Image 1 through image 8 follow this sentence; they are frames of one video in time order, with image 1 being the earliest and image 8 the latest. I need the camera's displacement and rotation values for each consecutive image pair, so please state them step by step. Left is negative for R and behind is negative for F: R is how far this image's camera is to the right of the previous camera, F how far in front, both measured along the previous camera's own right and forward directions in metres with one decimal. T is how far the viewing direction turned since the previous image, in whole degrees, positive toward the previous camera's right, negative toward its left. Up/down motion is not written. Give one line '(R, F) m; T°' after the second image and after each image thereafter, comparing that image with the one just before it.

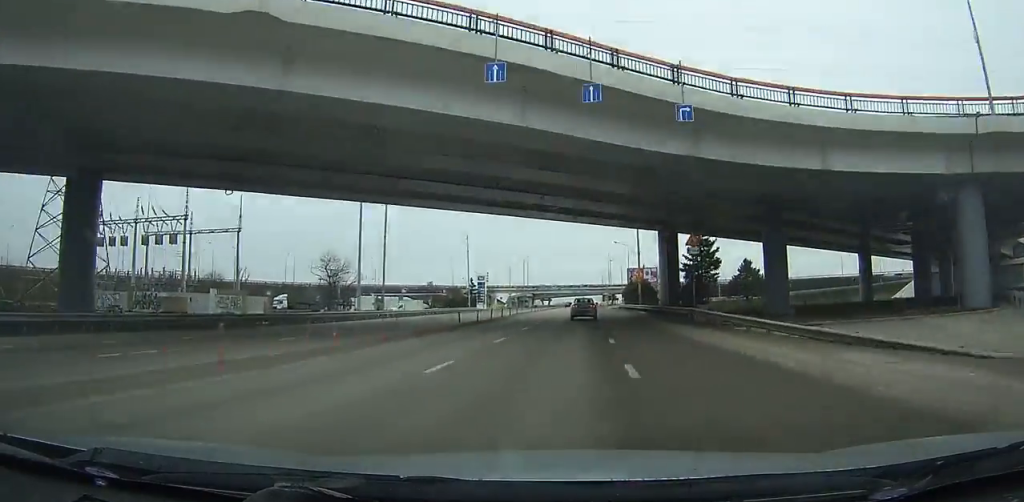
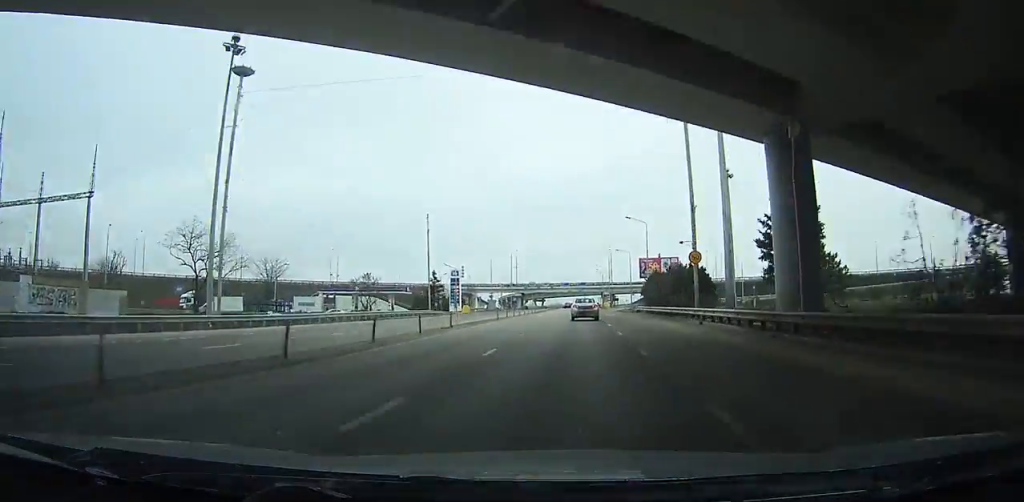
(+0.1, +29.3) m; 0°
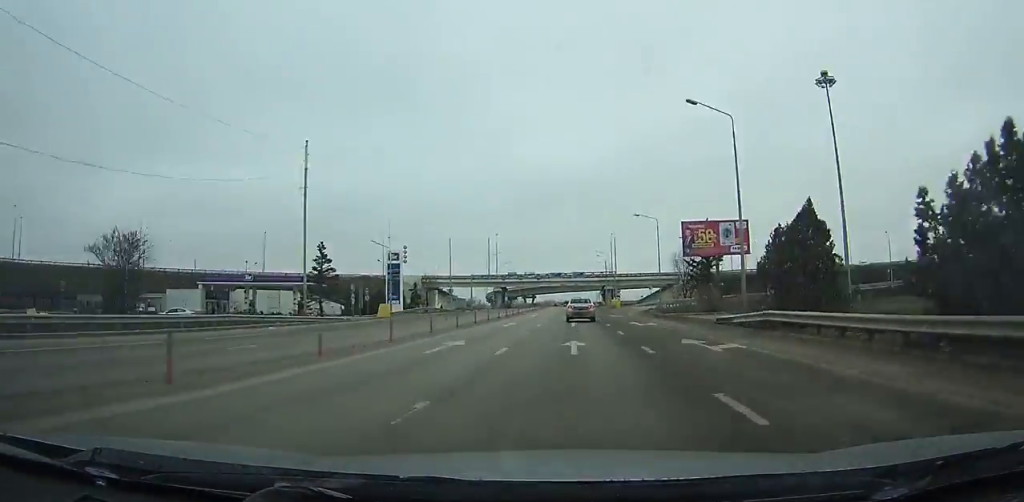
(+0.3, +39.6) m; 0°
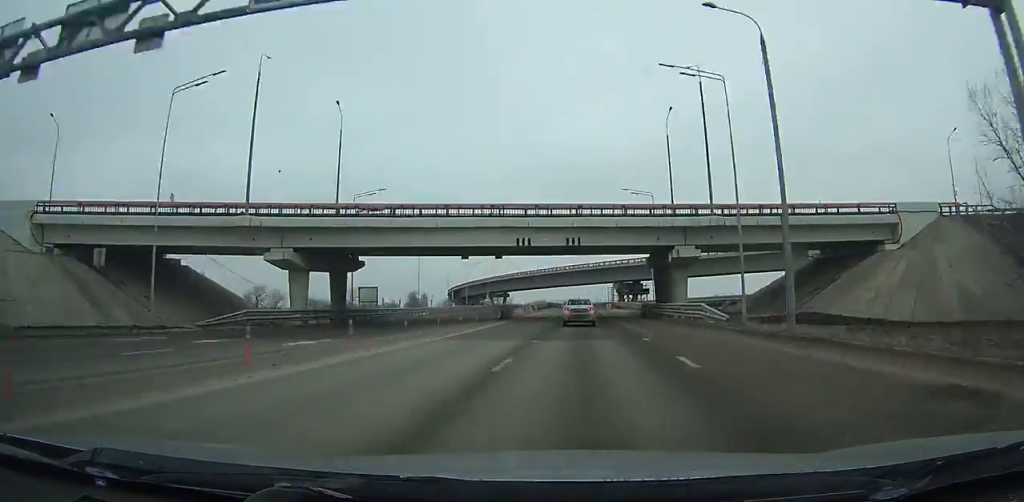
(+0.4, +110.2) m; 0°
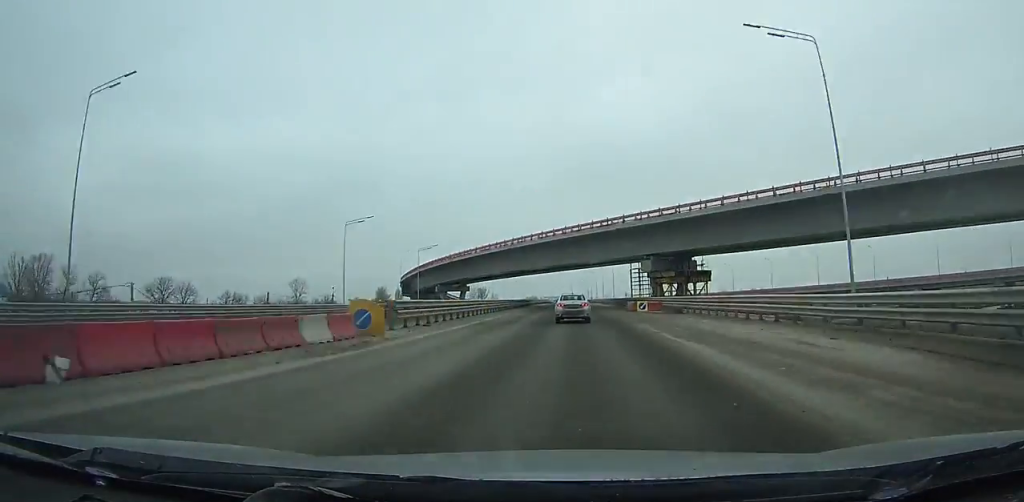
(+0.3, +69.1) m; +1°
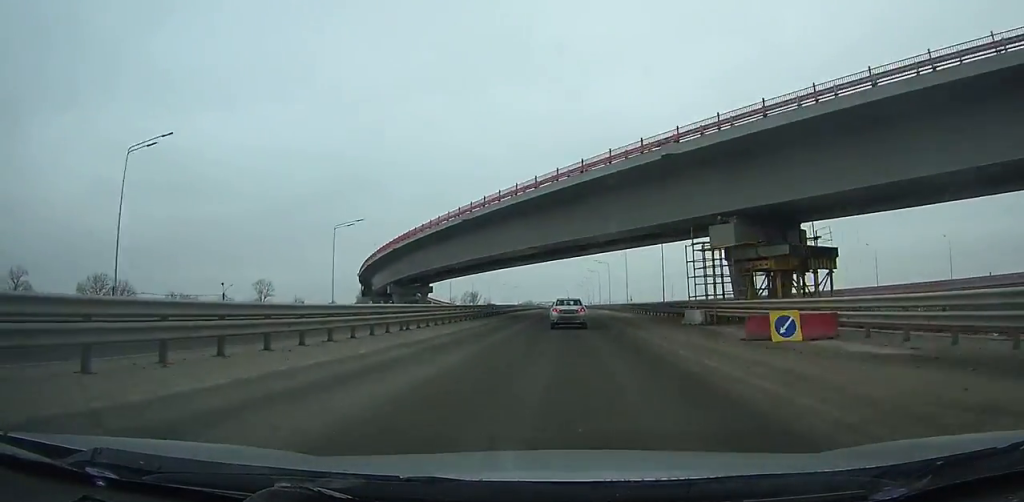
(+0.2, +35.6) m; 0°
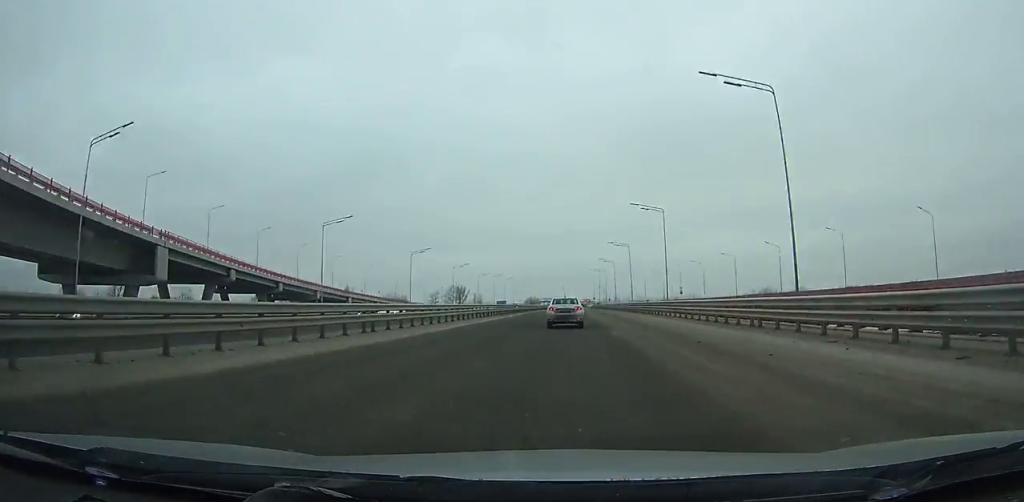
(-0.8, +105.1) m; -1°
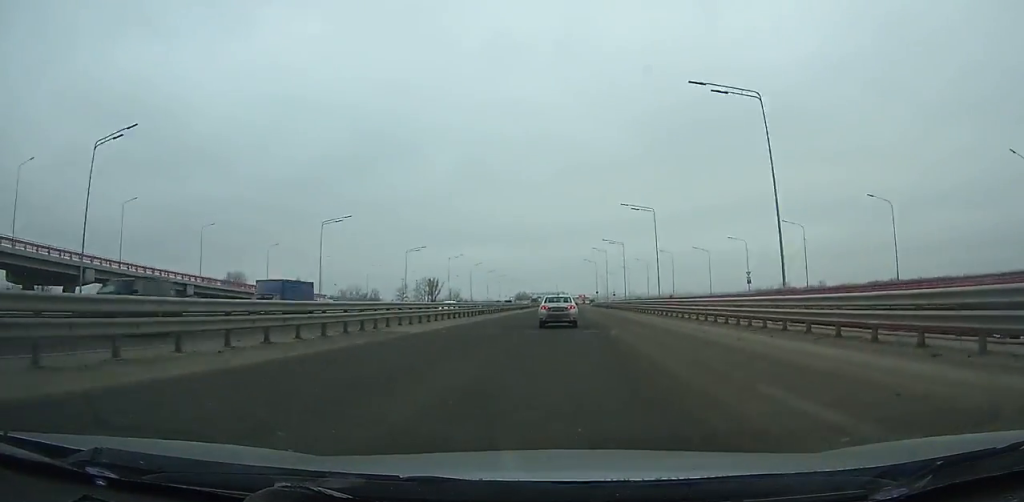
(+0.2, +65.6) m; 0°
